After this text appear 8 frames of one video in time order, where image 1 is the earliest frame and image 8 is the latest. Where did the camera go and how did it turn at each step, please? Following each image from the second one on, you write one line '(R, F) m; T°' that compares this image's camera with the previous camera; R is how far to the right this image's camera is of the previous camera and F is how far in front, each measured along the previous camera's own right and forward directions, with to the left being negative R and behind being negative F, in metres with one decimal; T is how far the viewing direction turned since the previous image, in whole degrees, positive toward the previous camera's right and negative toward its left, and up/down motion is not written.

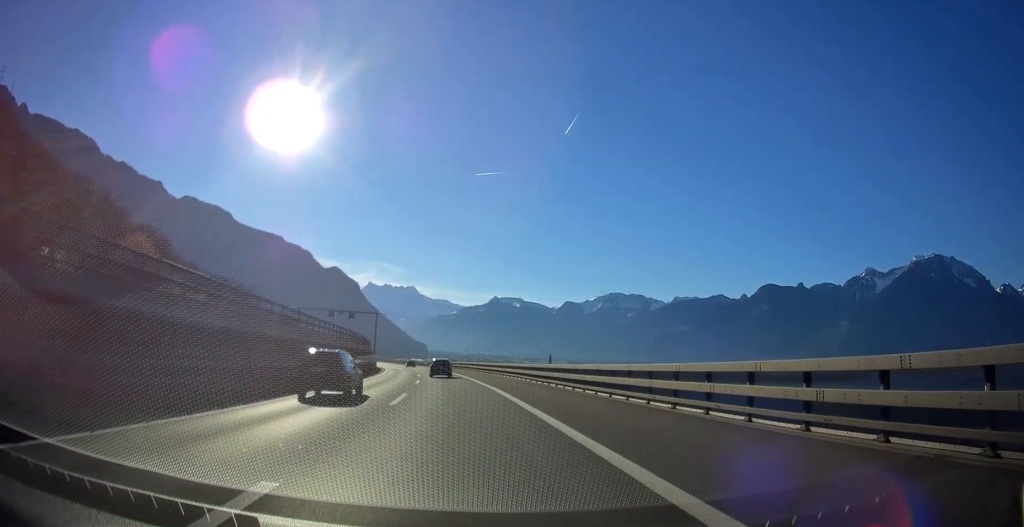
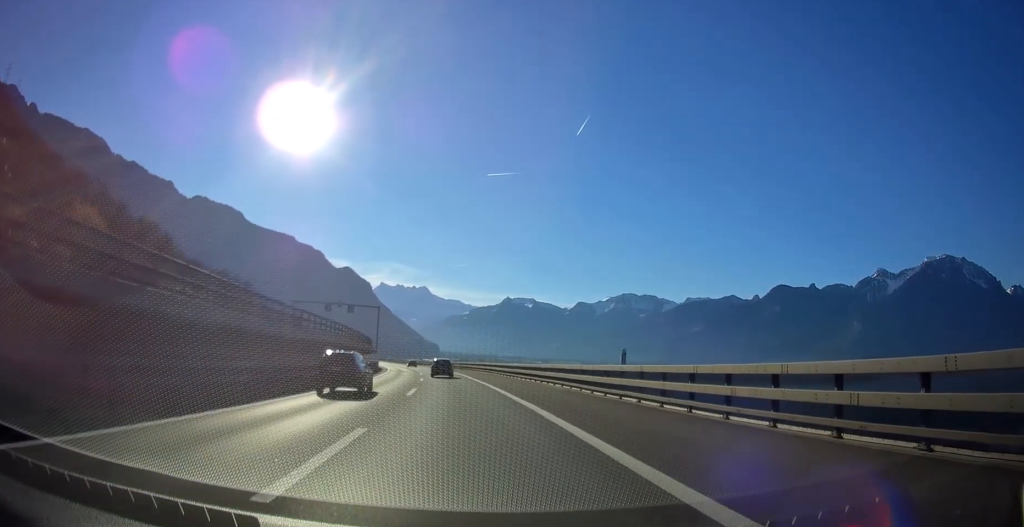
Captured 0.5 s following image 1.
(-0.3, +13.2) m; -1°
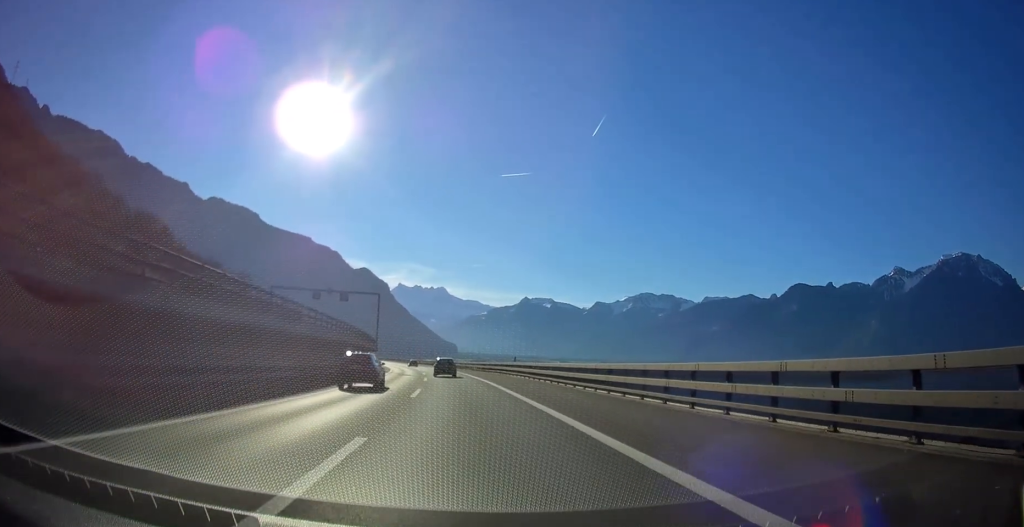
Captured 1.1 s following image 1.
(-0.2, +18.8) m; -2°
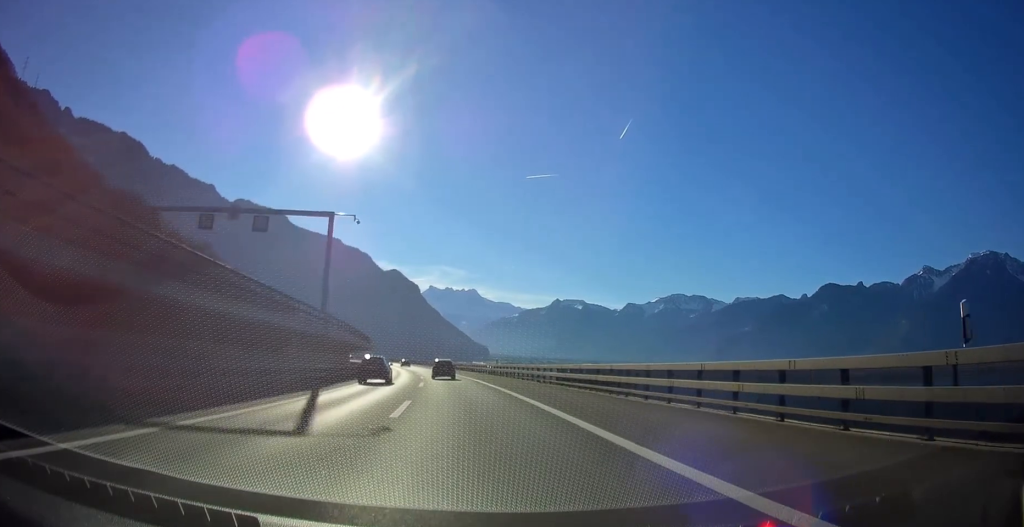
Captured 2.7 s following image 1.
(-1.4, +44.2) m; -3°
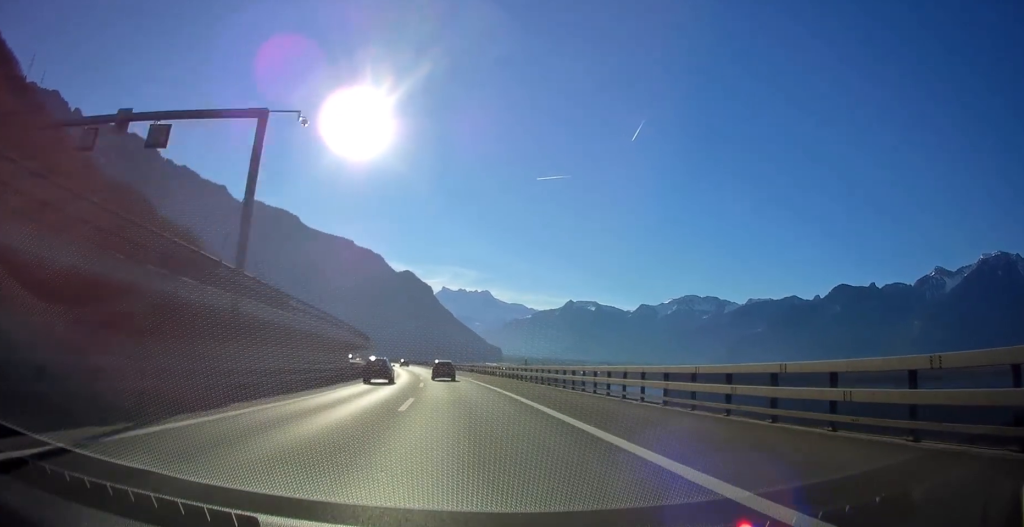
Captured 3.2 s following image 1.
(-0.2, +15.0) m; -1°
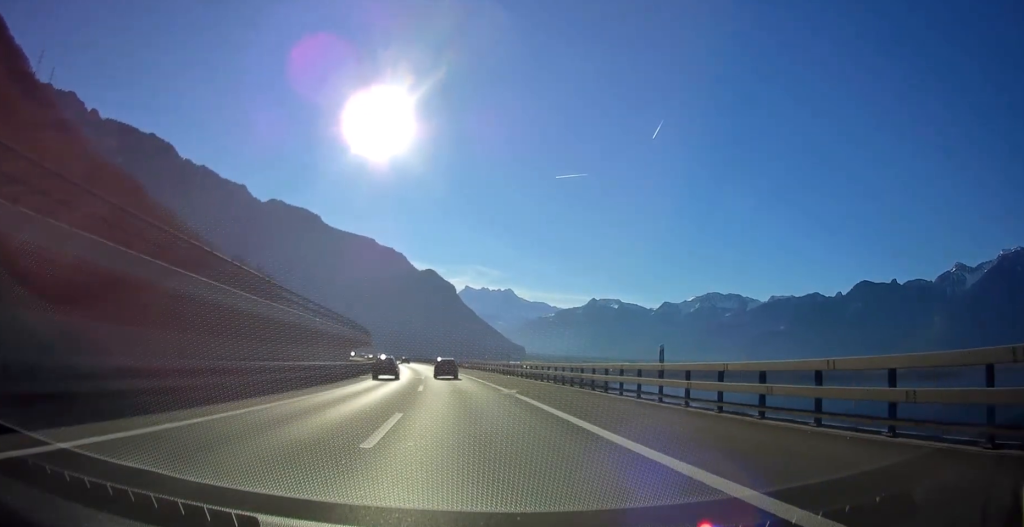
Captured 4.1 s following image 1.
(-0.4, +25.3) m; -2°
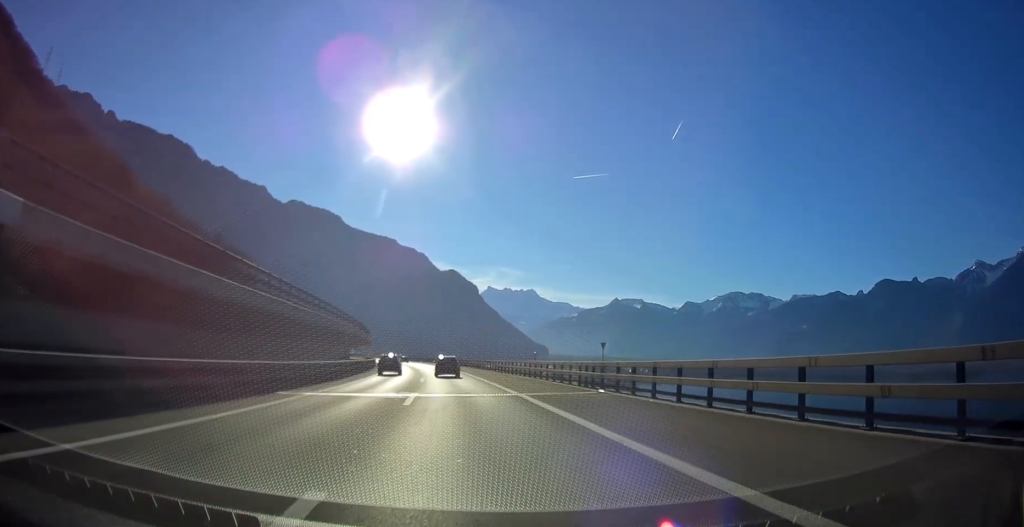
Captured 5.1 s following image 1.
(-0.6, +27.2) m; -2°
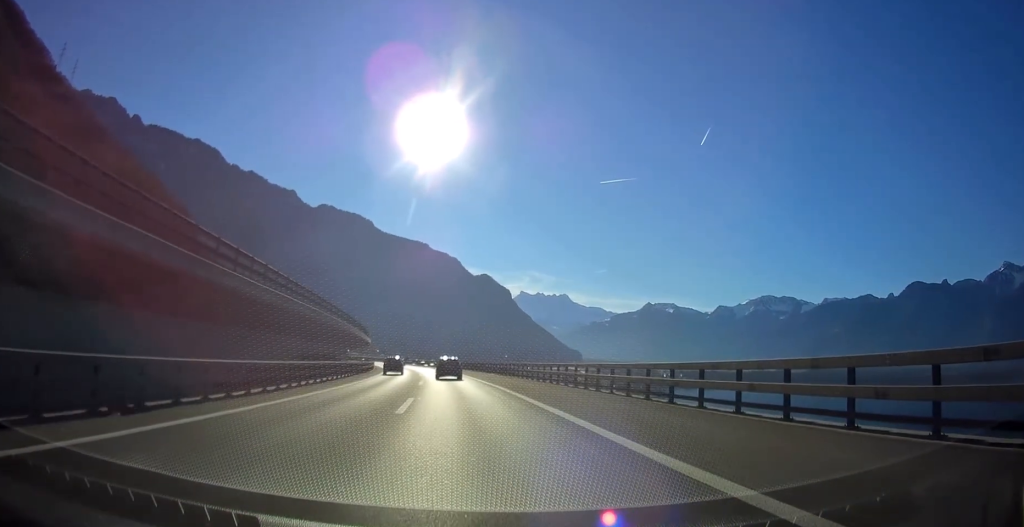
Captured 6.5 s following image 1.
(-1.1, +38.5) m; -3°
